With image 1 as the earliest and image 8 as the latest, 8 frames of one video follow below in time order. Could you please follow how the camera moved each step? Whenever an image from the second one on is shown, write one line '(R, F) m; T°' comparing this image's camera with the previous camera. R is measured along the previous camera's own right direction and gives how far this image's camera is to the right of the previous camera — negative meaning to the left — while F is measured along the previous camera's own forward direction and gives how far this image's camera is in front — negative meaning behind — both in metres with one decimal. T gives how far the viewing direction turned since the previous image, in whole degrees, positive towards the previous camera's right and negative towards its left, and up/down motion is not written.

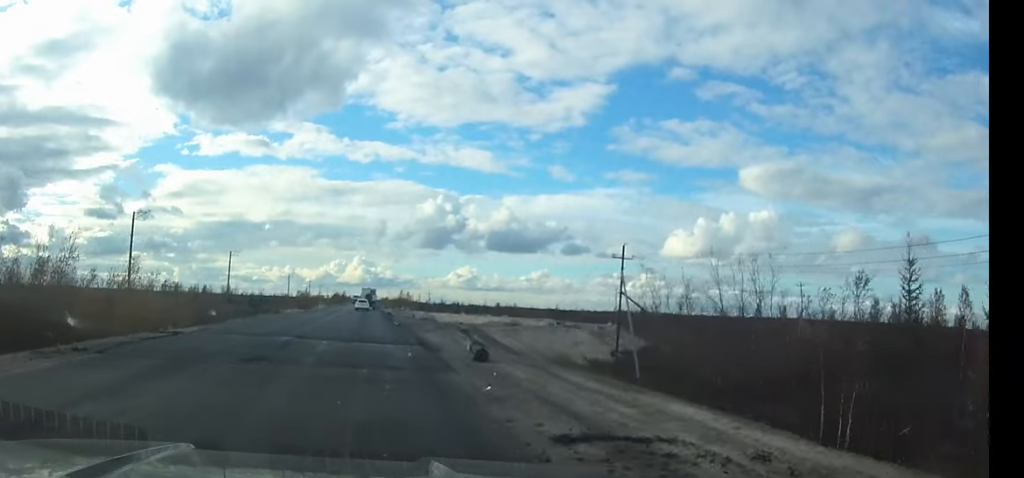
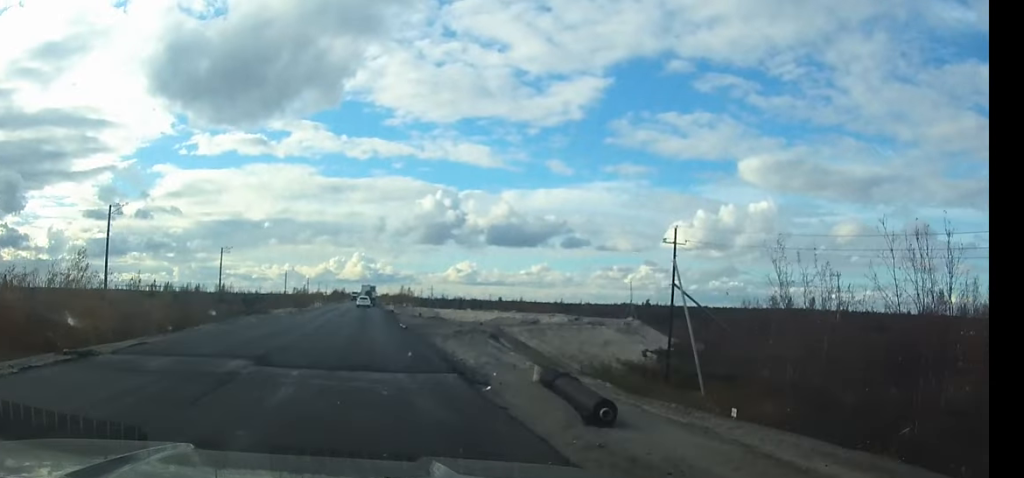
(0.0, +7.8) m; 0°
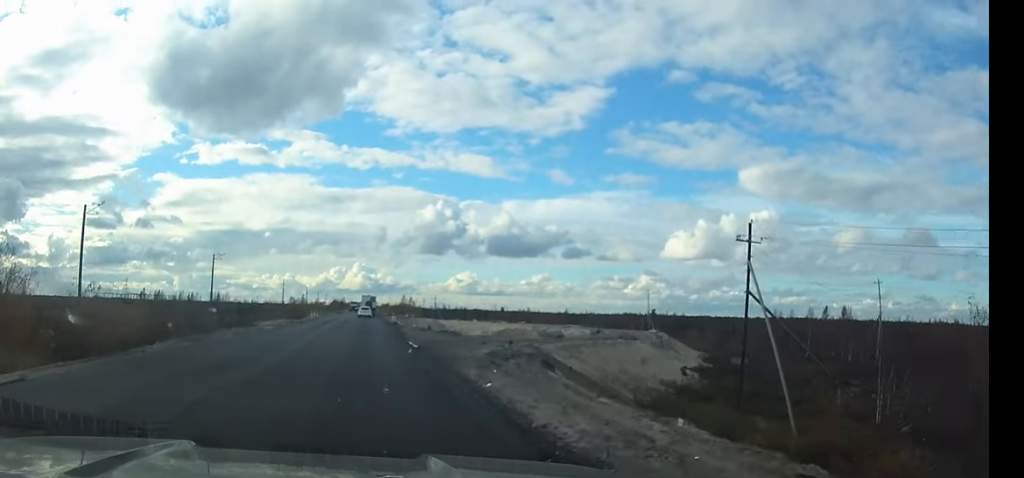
(0.0, +7.8) m; 0°
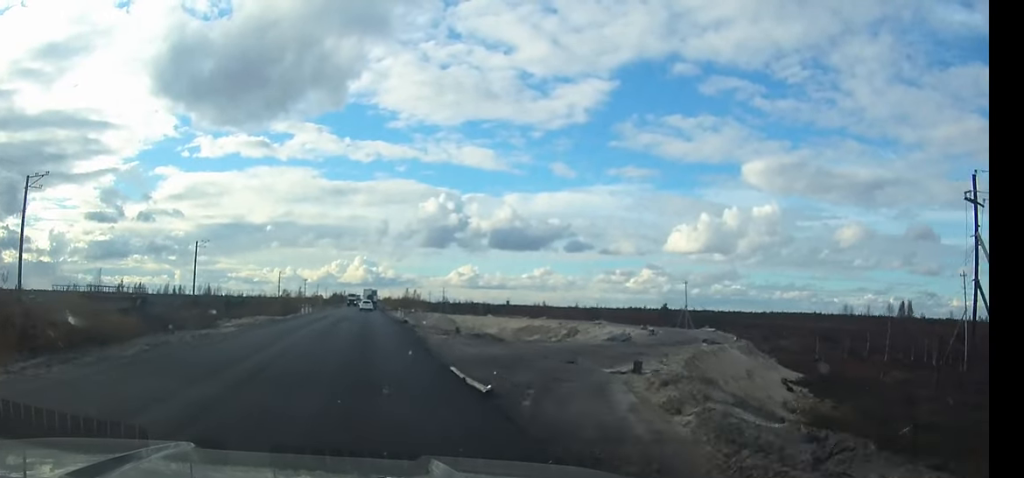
(0.0, +15.0) m; +1°
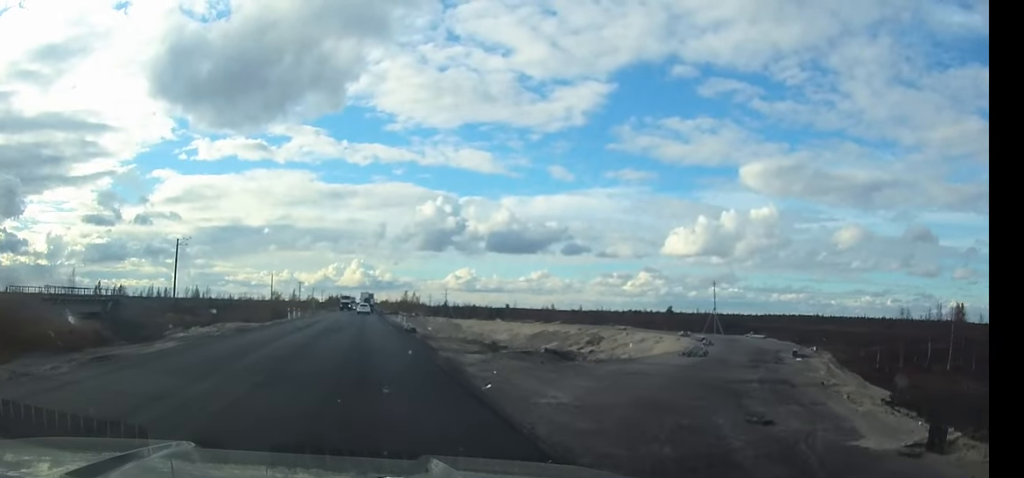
(+0.1, +11.5) m; 0°
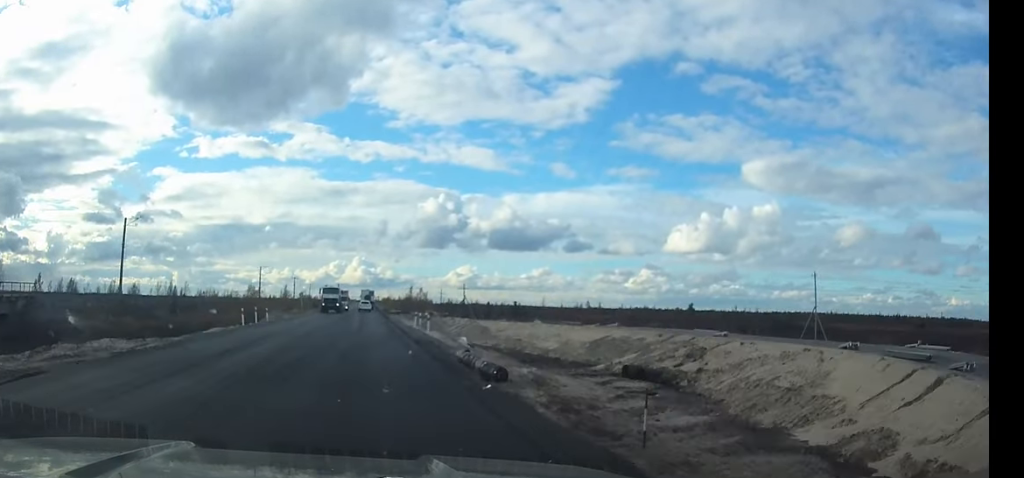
(0.0, +26.3) m; 0°
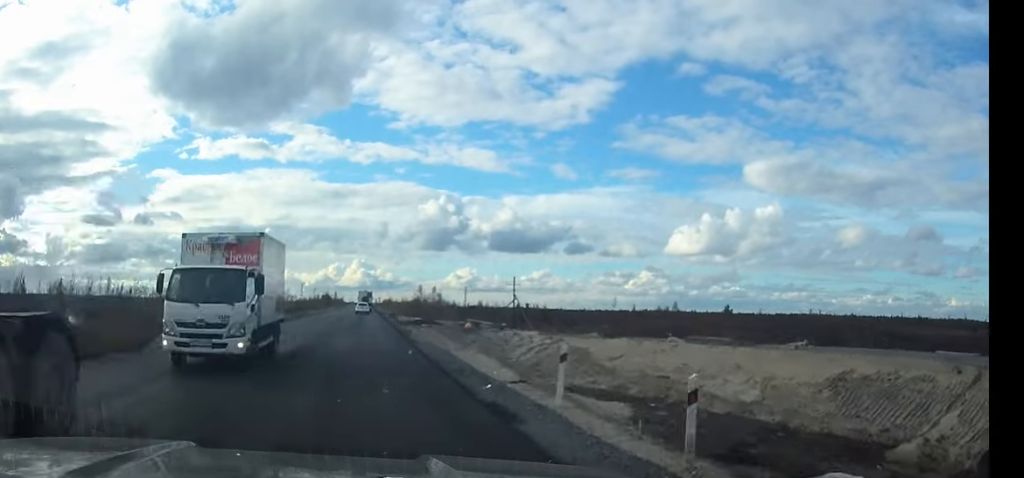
(-0.1, +38.4) m; 0°
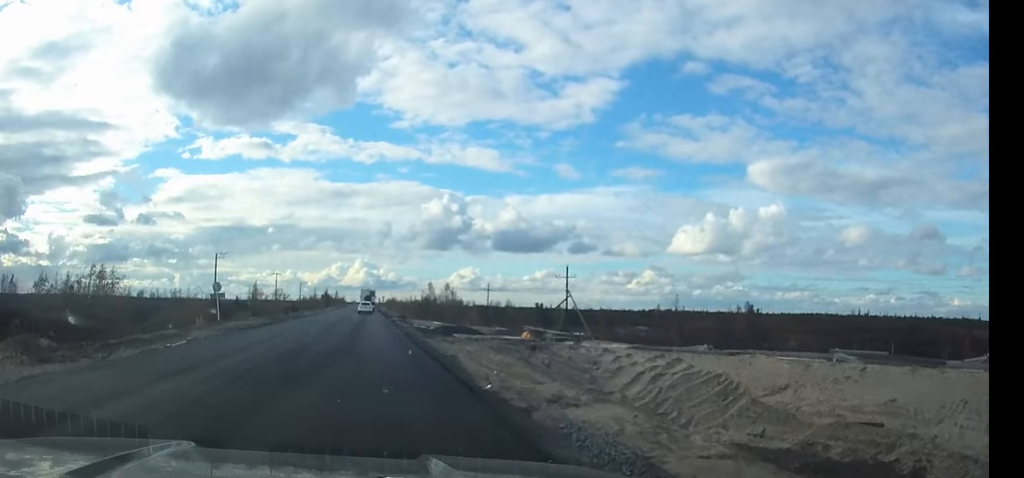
(0.0, +18.7) m; 0°
